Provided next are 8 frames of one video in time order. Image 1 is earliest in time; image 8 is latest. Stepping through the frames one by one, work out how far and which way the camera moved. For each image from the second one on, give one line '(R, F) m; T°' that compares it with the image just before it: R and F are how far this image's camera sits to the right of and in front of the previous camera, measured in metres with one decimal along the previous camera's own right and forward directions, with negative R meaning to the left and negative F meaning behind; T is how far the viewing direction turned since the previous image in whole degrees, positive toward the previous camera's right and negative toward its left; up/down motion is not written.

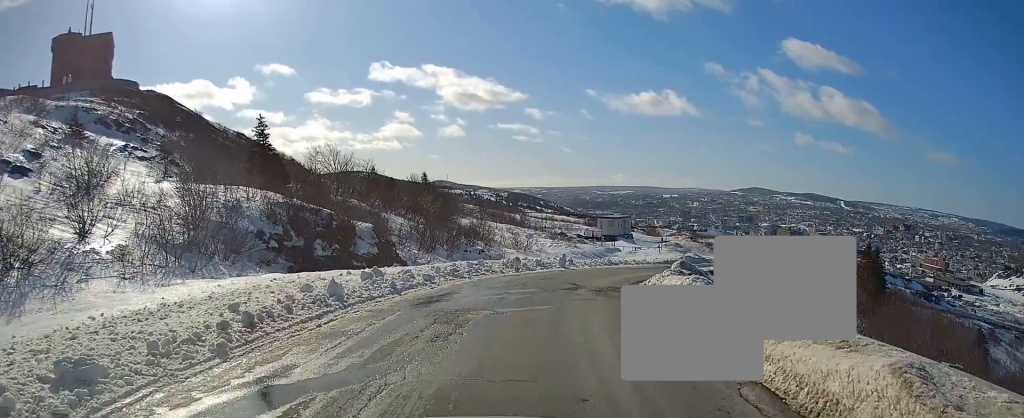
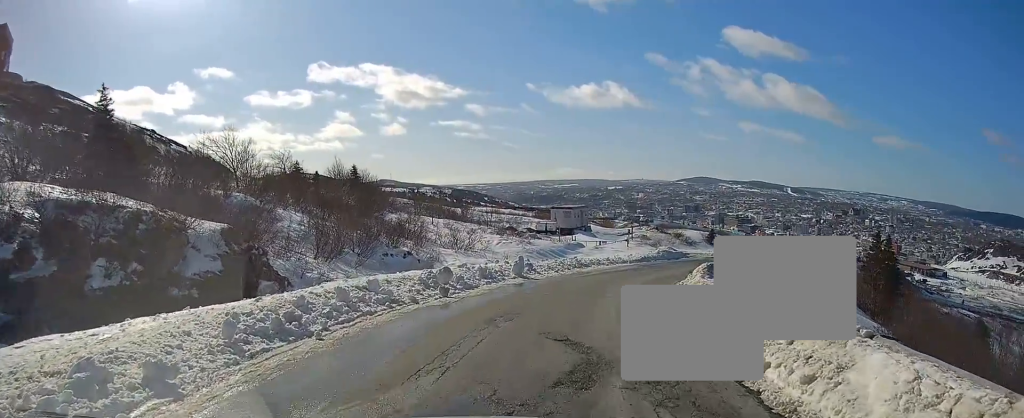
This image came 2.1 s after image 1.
(+0.9, +13.4) m; +7°
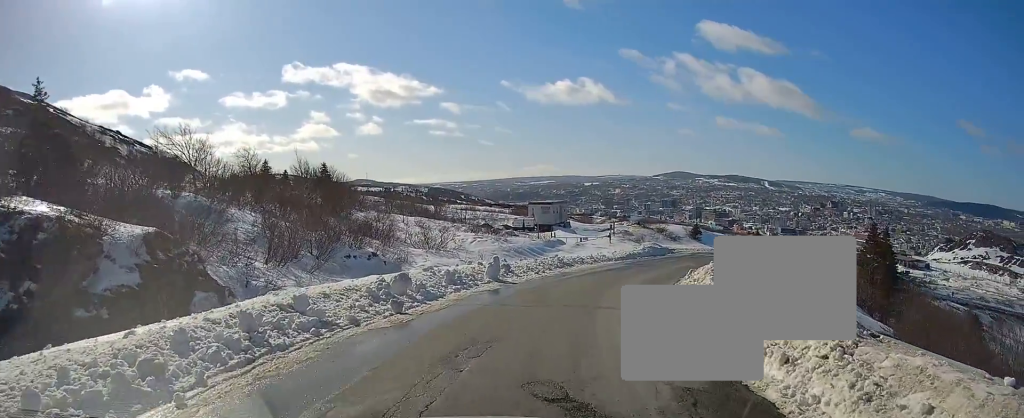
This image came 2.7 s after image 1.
(0.0, +3.8) m; +2°
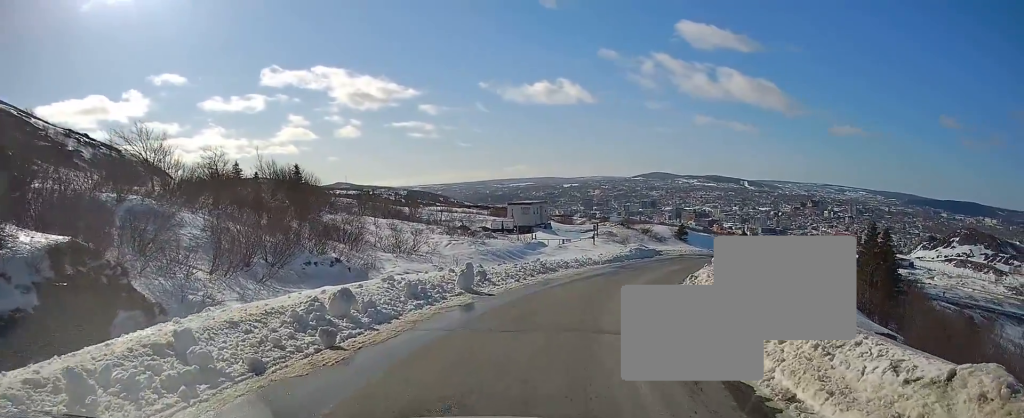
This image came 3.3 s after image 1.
(0.0, +3.7) m; +2°
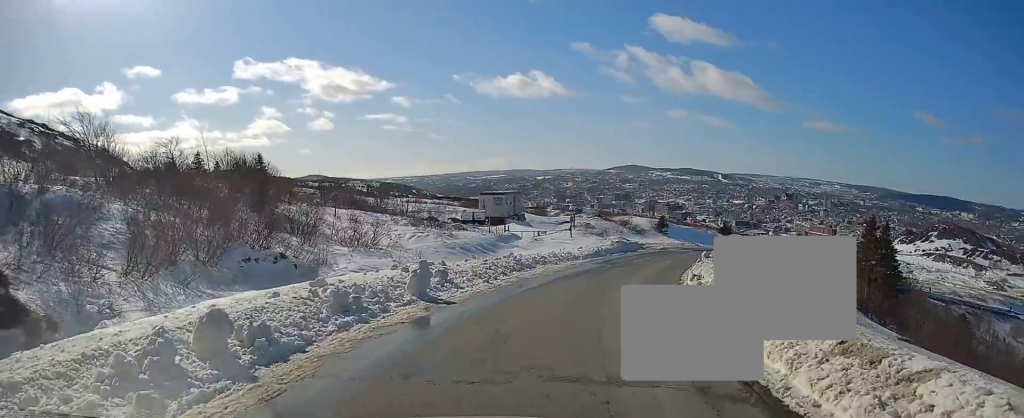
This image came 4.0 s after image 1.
(+0.2, +4.5) m; +3°
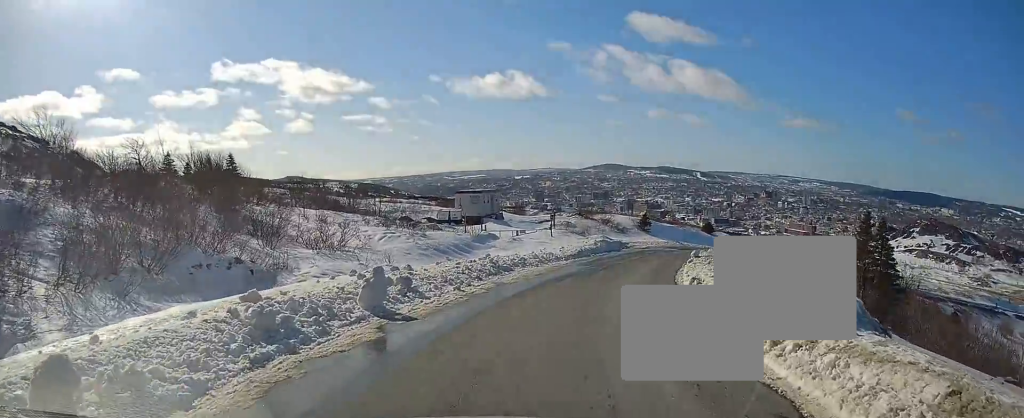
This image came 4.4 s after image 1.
(0.0, +2.8) m; +2°
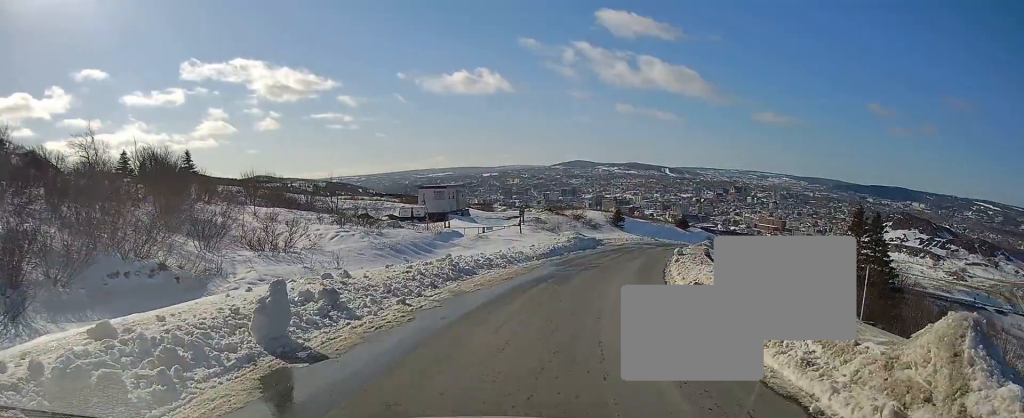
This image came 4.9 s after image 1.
(0.0, +3.6) m; +1°
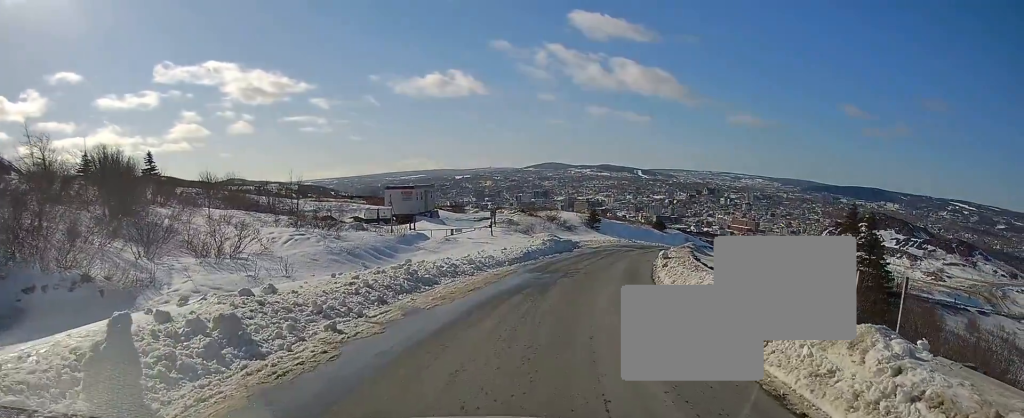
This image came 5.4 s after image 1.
(0.0, +3.3) m; +2°
